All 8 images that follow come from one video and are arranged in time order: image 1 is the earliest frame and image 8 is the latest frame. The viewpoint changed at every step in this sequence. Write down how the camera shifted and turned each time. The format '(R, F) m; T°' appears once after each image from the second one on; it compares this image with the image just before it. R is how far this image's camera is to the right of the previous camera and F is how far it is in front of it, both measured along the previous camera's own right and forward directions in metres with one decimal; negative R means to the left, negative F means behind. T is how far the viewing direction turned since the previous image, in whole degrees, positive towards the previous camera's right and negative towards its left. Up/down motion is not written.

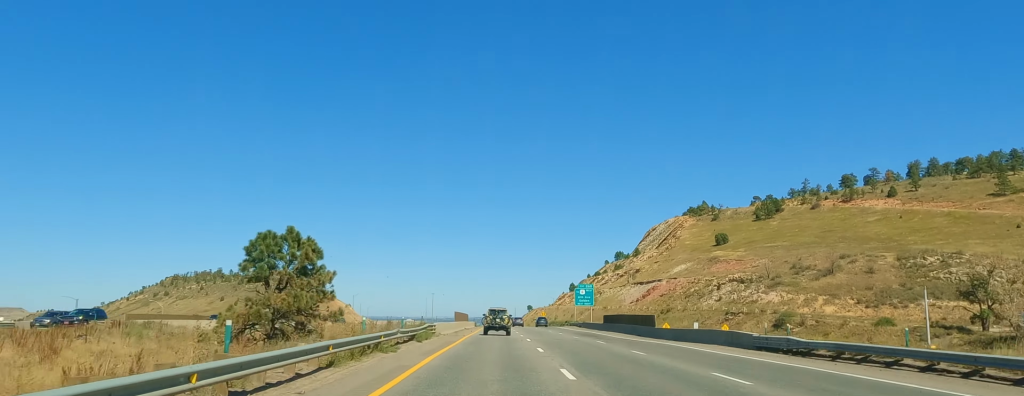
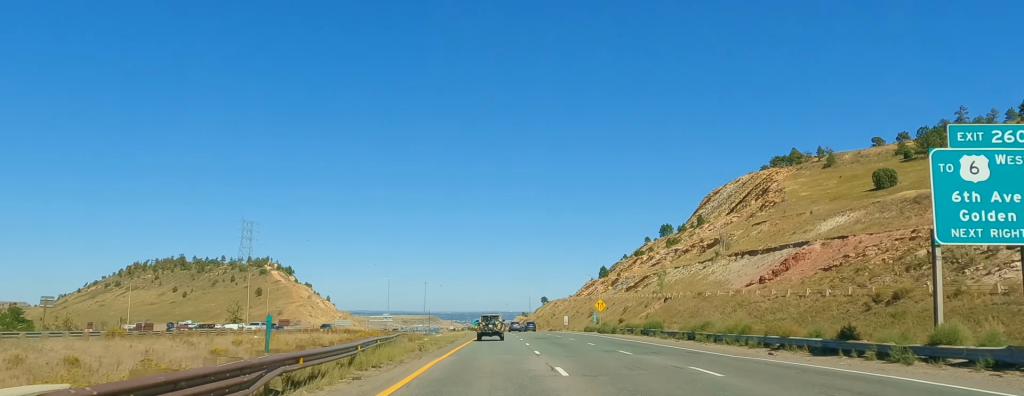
(-0.2, +110.0) m; -1°
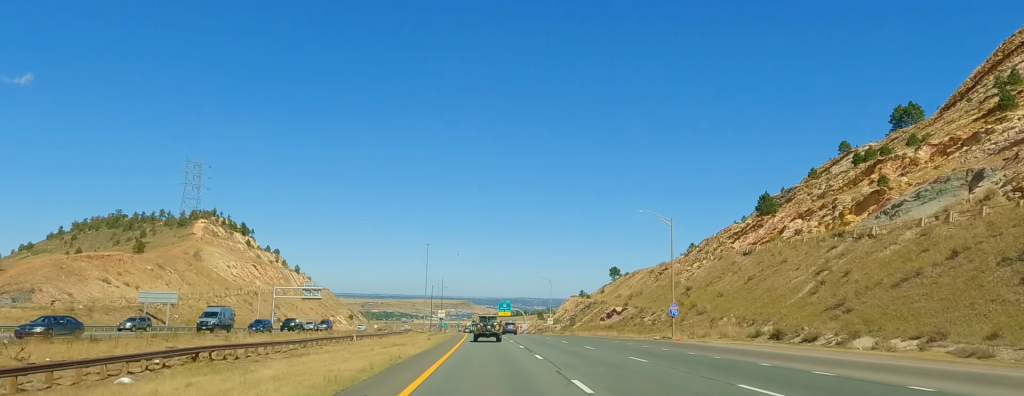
(-5.6, +174.6) m; -4°
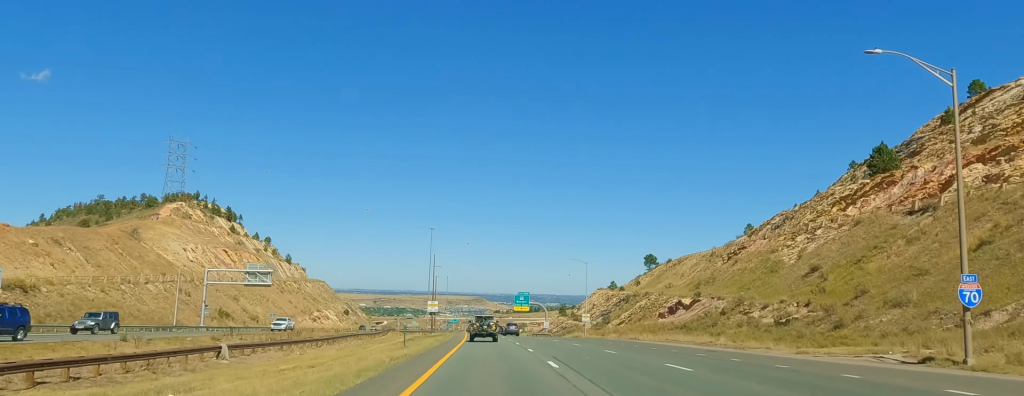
(-0.4, +42.4) m; -1°
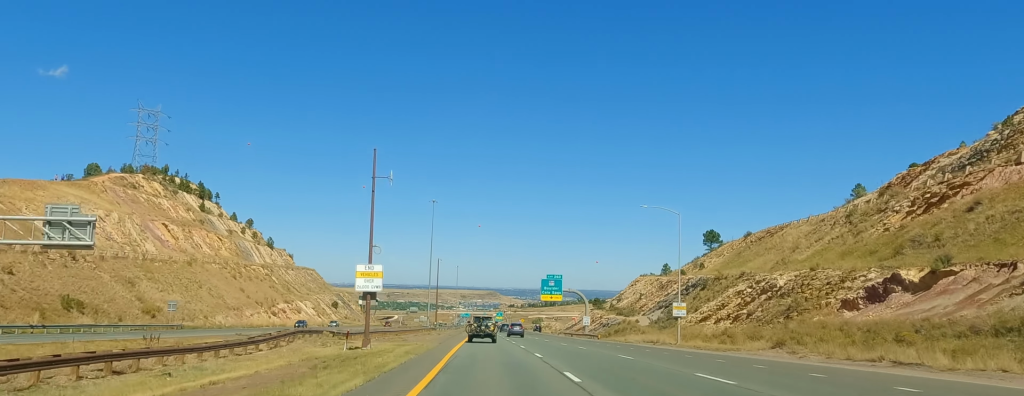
(-0.4, +52.1) m; -1°
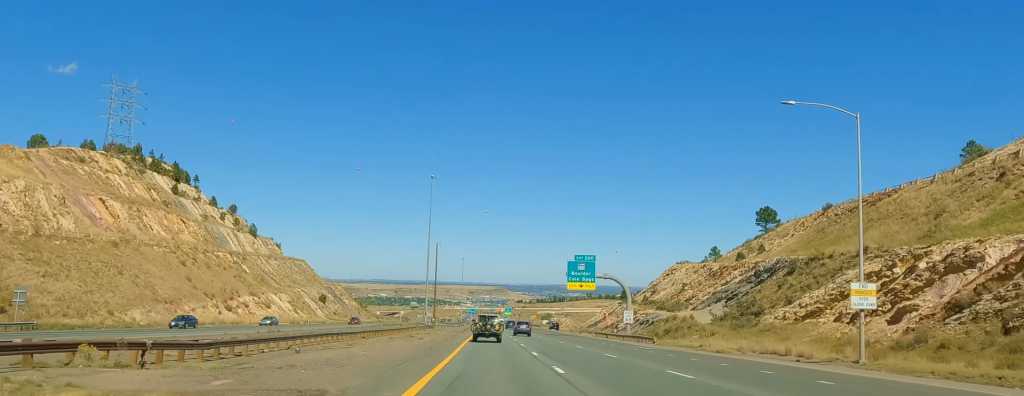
(-0.1, +32.1) m; 0°
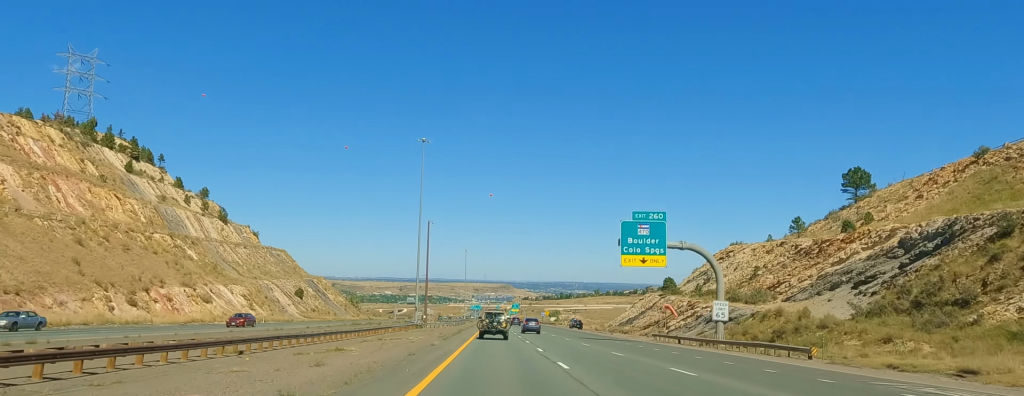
(0.0, +35.7) m; 0°
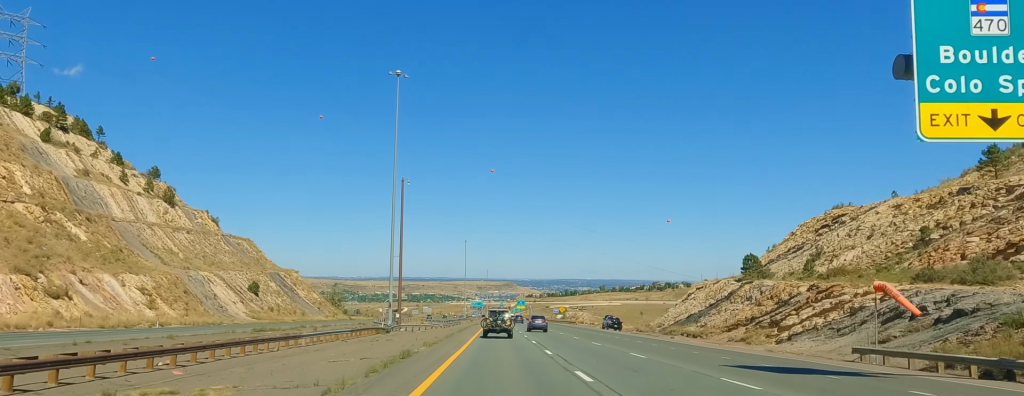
(+0.2, +41.0) m; 0°
